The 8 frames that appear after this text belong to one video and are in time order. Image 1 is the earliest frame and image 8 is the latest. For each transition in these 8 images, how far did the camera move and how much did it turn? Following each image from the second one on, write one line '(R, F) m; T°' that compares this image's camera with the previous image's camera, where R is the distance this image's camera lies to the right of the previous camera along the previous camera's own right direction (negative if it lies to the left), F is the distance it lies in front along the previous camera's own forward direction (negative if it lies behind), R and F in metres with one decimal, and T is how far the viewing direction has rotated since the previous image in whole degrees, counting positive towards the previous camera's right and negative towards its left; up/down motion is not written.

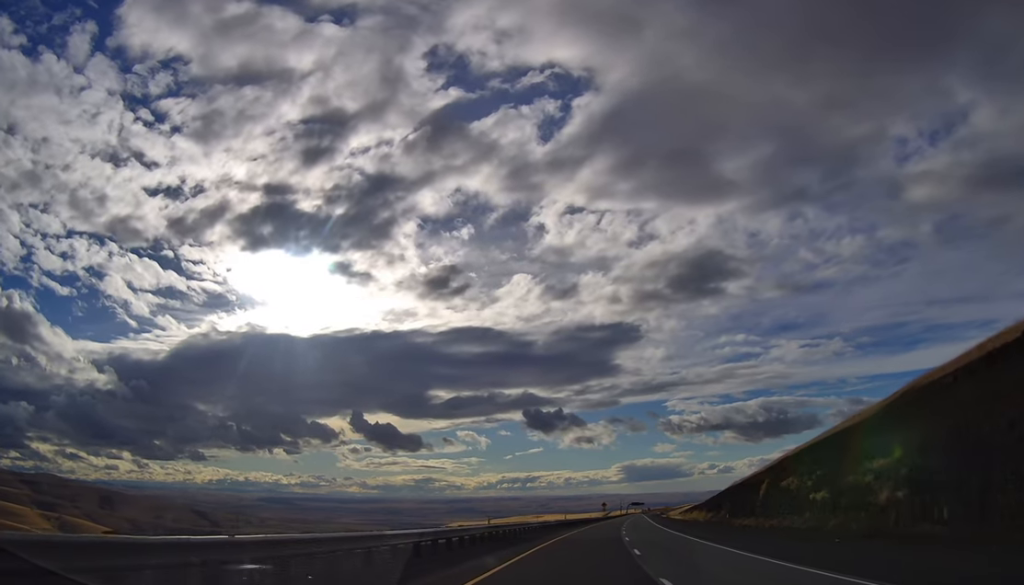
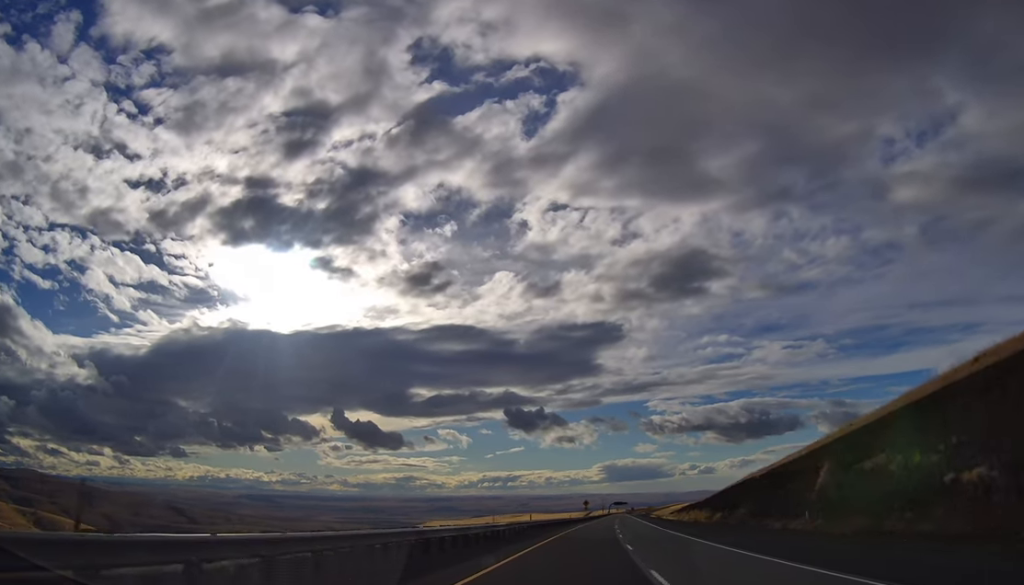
(+0.8, +22.8) m; +1°
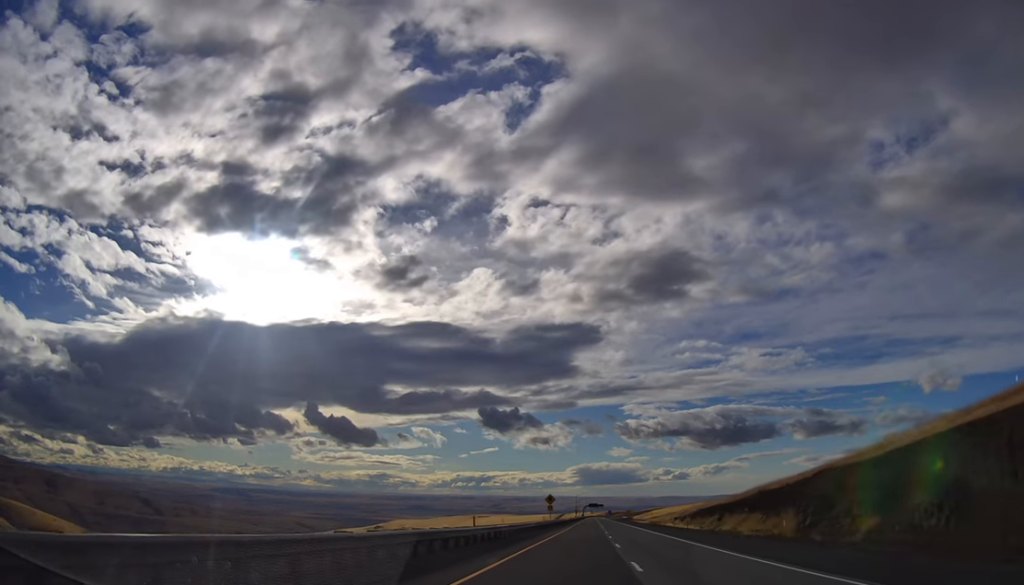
(+1.9, +57.1) m; +5°
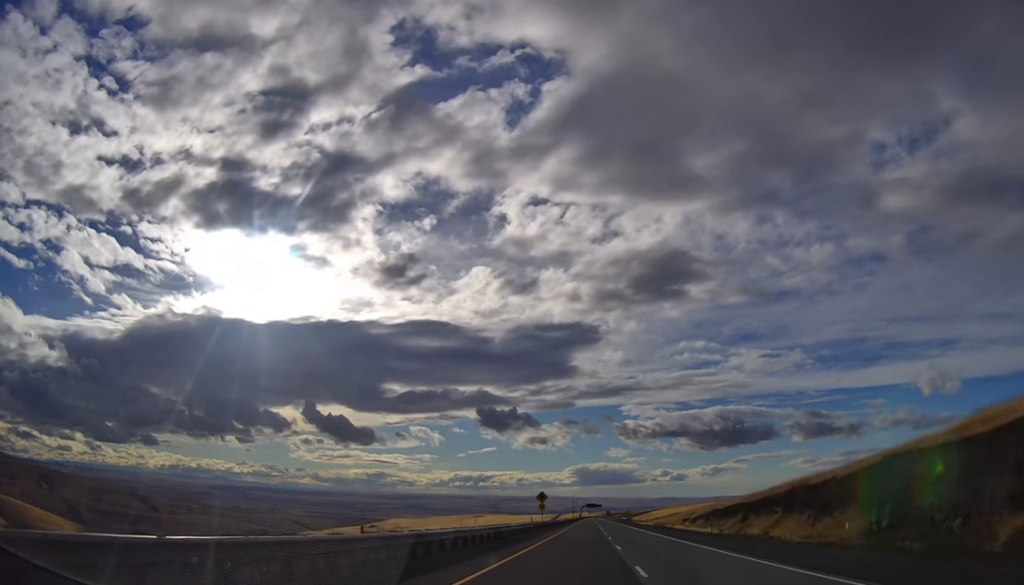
(+0.1, +13.6) m; +1°
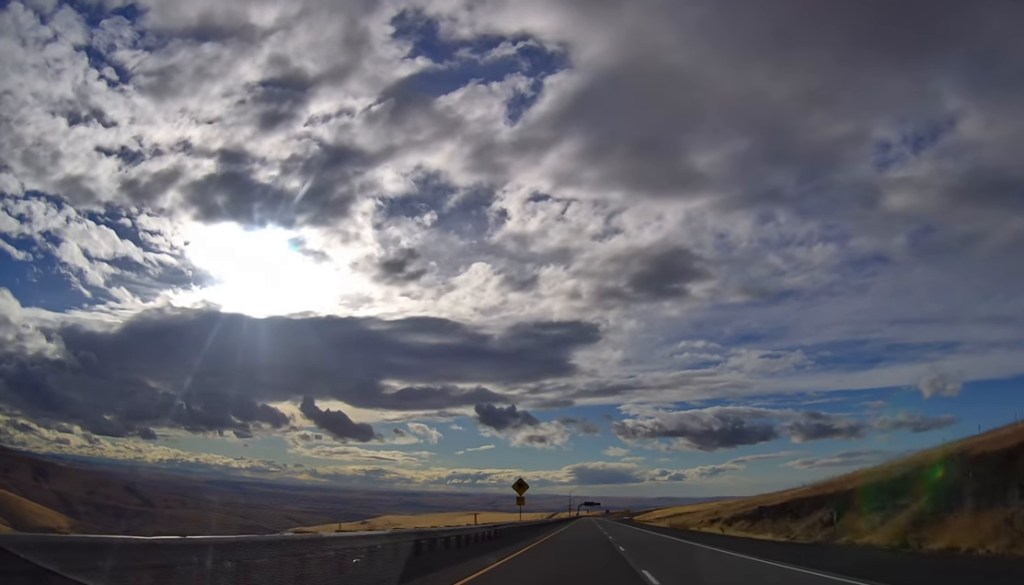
(+0.5, +26.3) m; 0°
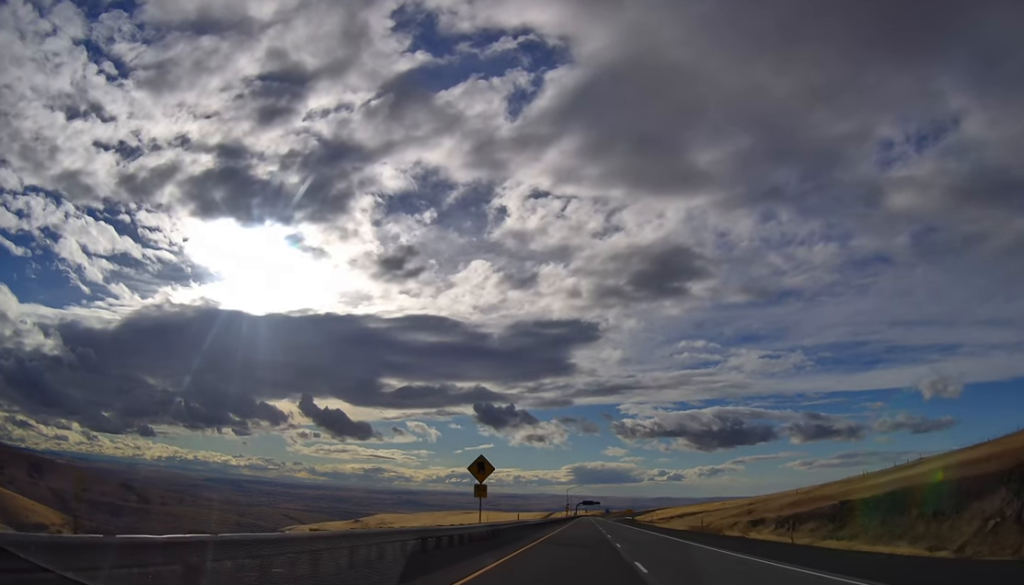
(-0.3, +22.2) m; -1°
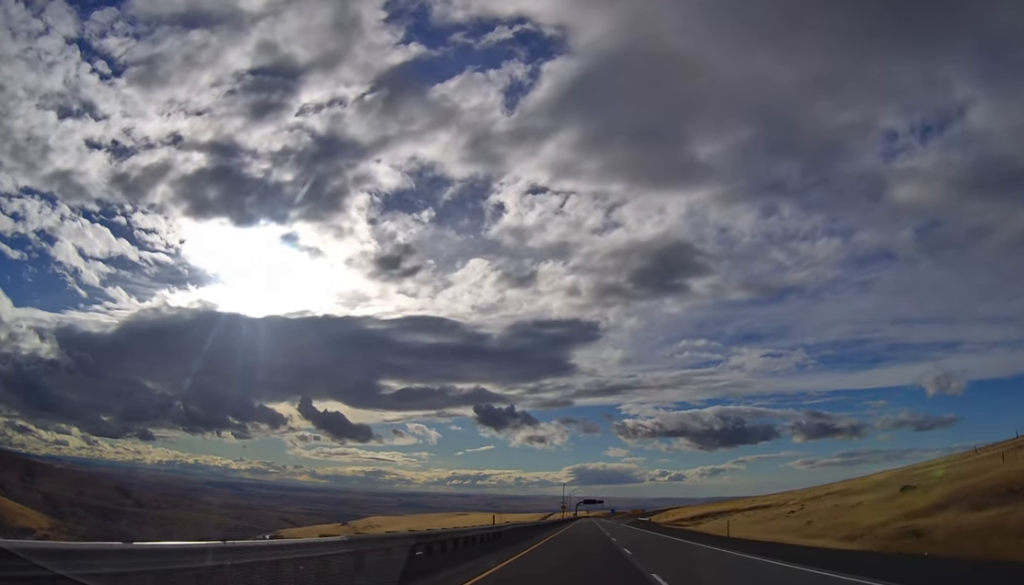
(-0.4, +53.2) m; 0°
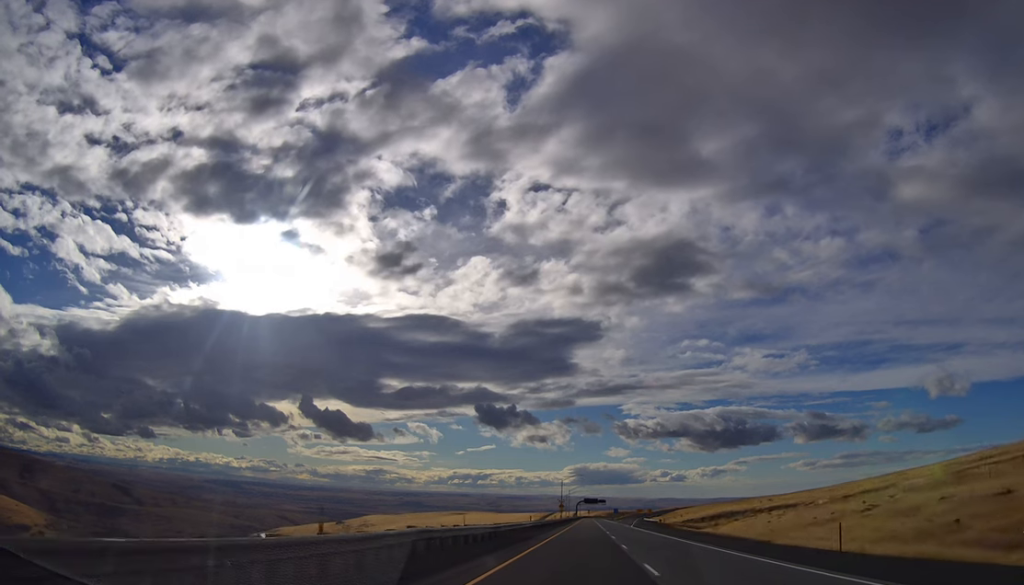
(0.0, +21.3) m; 0°
